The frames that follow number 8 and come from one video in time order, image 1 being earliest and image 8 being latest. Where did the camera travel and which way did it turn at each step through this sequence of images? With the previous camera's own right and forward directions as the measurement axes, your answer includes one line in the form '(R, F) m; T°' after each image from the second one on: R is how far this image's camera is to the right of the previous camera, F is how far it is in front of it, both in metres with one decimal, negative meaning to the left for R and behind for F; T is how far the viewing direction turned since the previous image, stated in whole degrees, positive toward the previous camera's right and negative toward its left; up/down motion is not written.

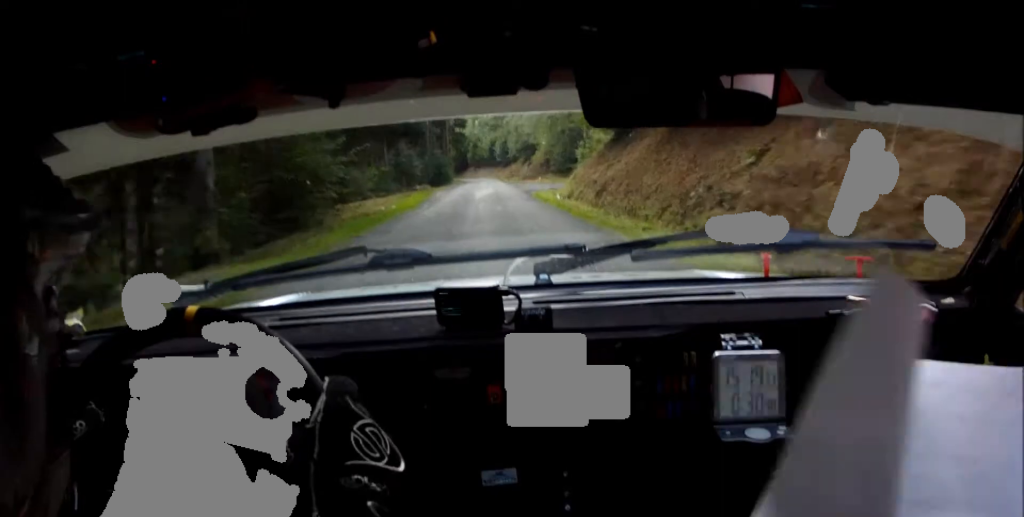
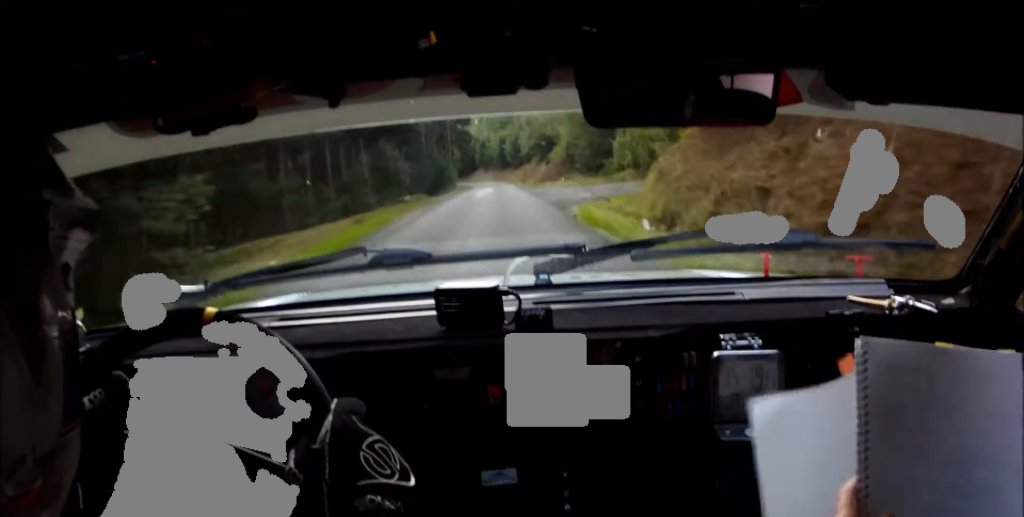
(-0.1, +16.4) m; -1°
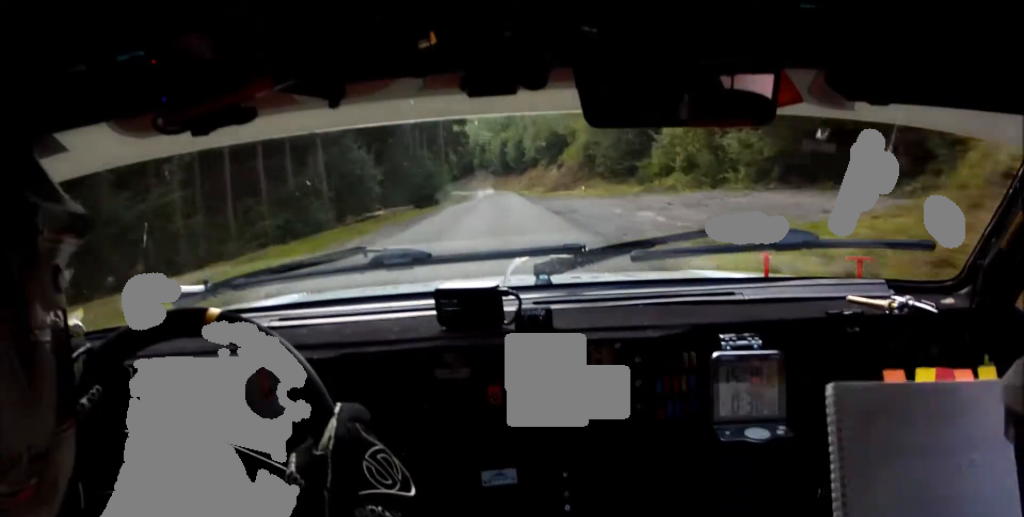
(-0.2, +13.2) m; 0°
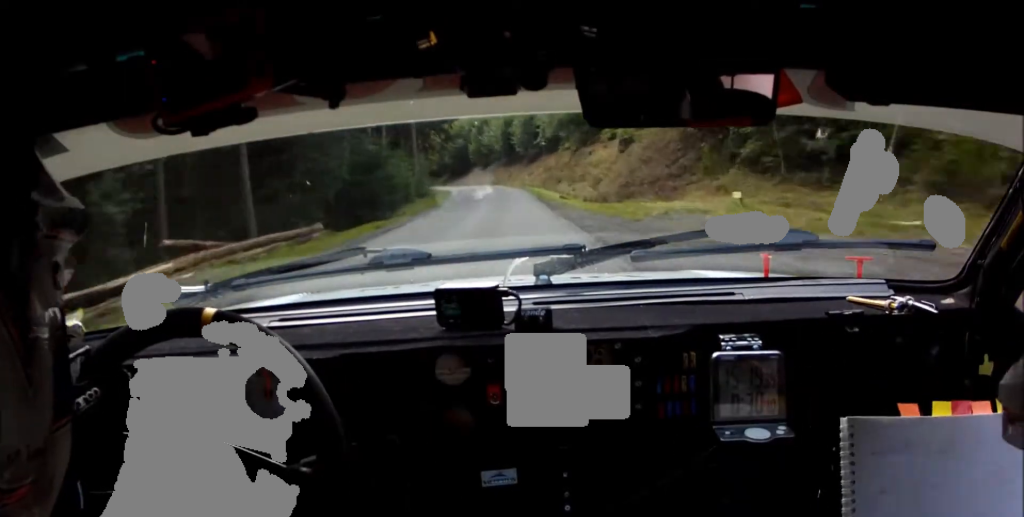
(+0.2, +29.9) m; -1°
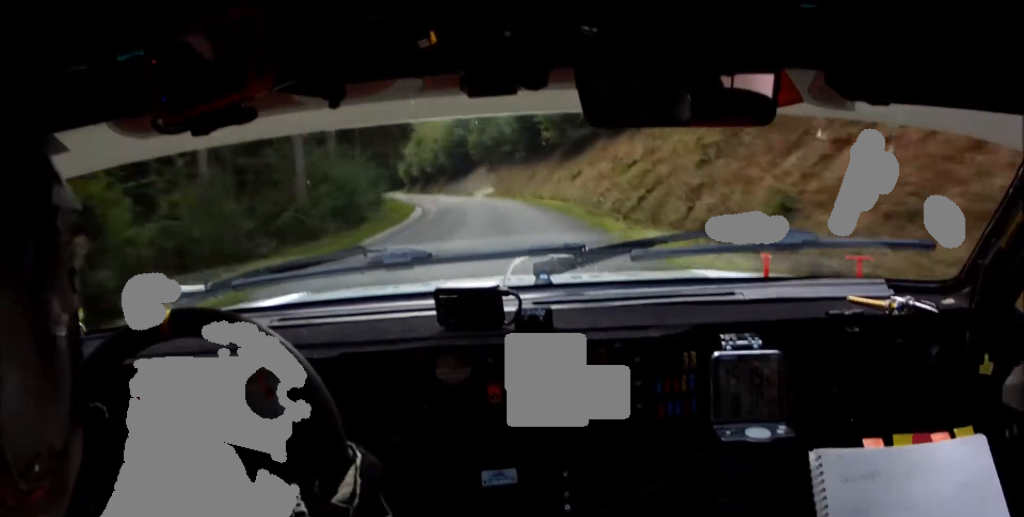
(-0.8, +36.0) m; -4°
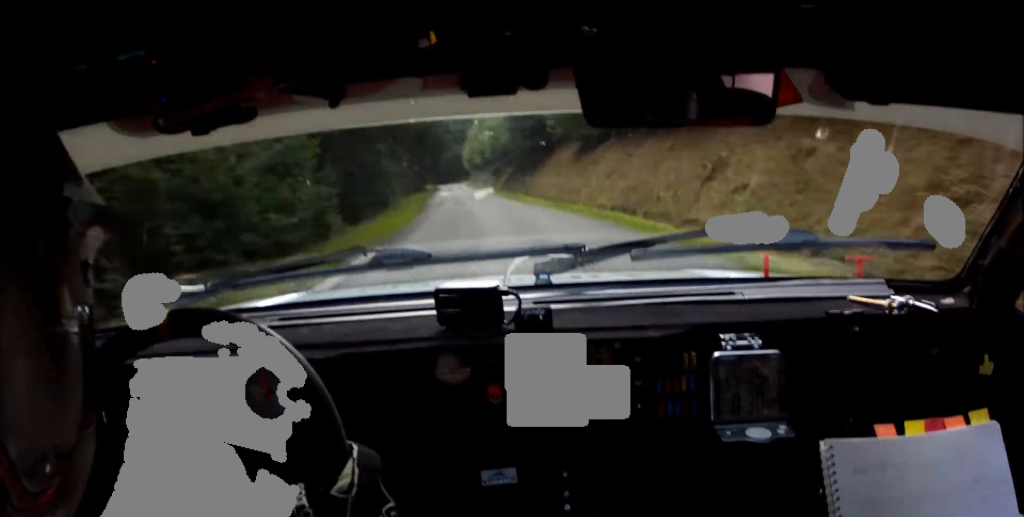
(-1.1, +32.4) m; -4°
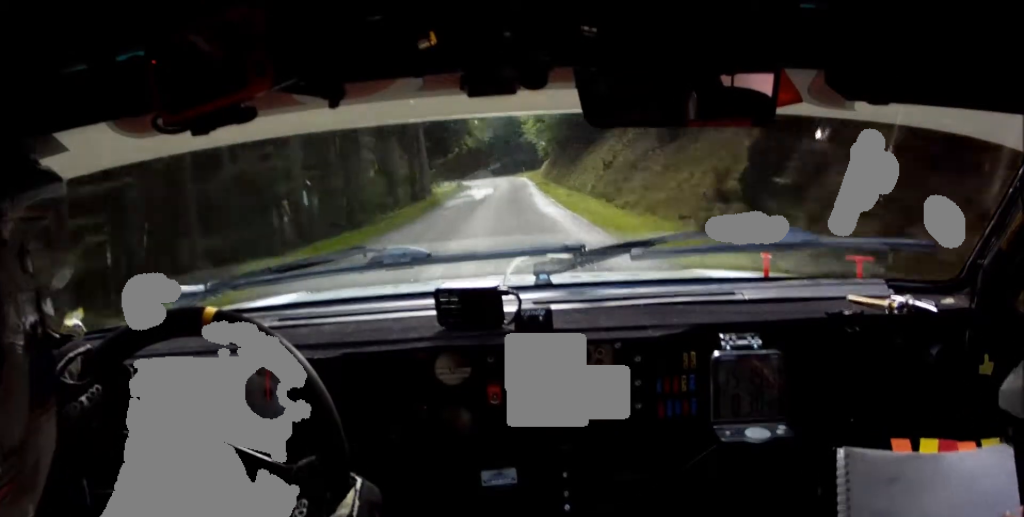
(-4.7, +92.6) m; -4°
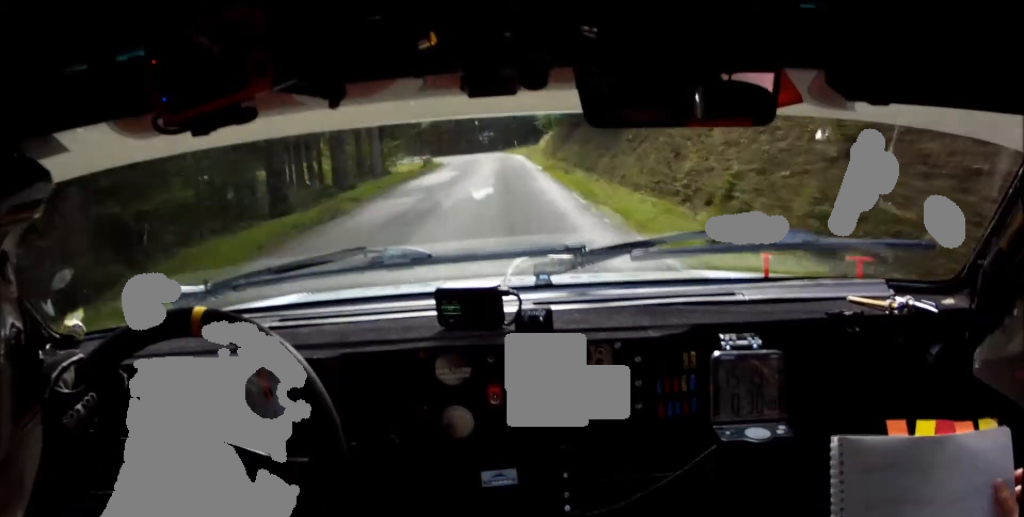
(-0.1, +20.9) m; 0°
